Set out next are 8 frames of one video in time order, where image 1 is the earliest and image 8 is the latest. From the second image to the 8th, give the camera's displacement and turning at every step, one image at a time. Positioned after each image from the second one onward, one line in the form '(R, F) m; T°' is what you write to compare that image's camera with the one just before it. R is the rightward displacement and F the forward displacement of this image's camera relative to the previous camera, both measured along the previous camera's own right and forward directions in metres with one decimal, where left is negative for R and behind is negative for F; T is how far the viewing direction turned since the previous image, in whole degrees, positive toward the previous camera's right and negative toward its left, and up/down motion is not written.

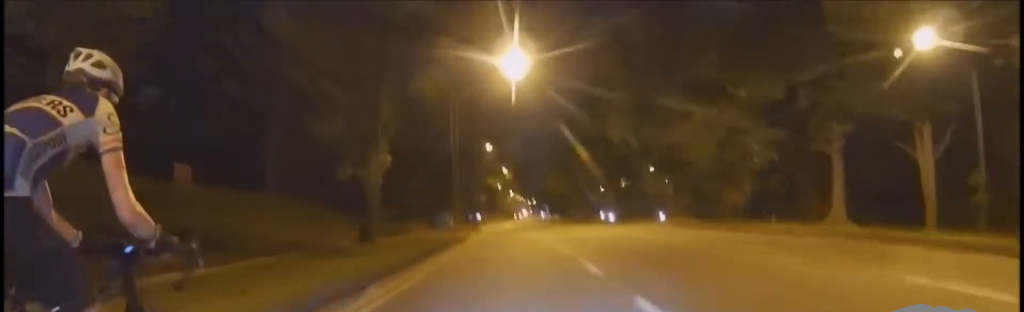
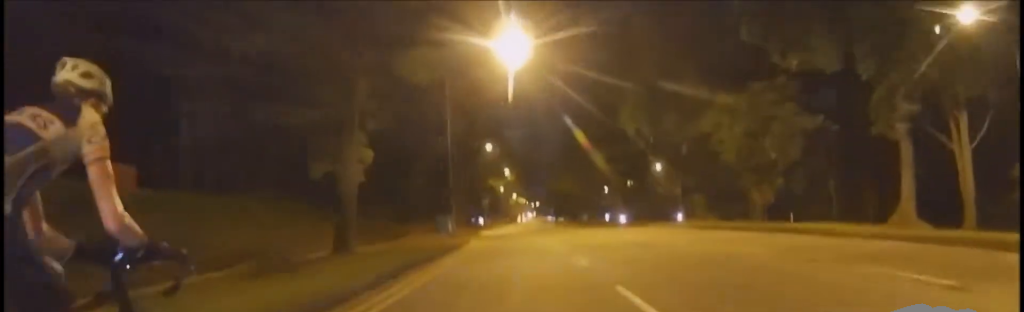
(-0.2, +3.7) m; -3°
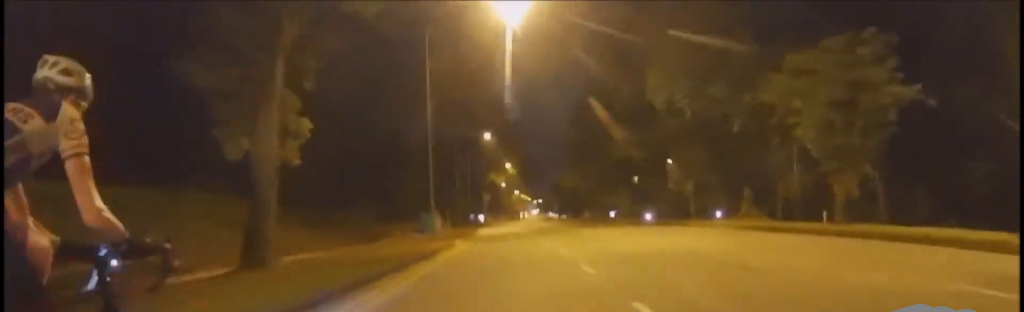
(0.0, +6.8) m; 0°
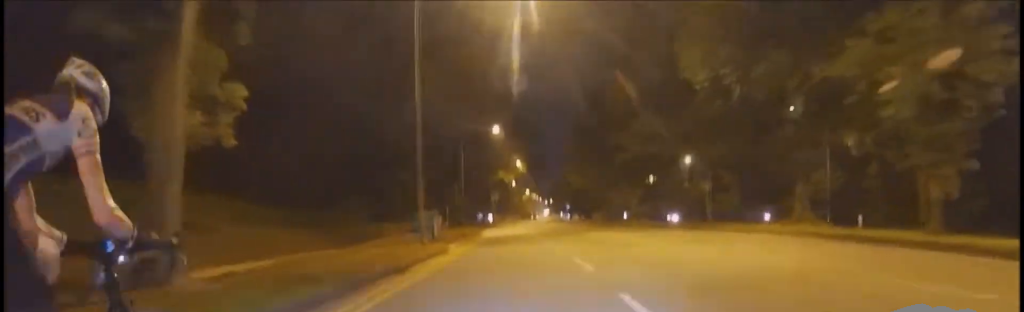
(0.0, +4.7) m; +3°
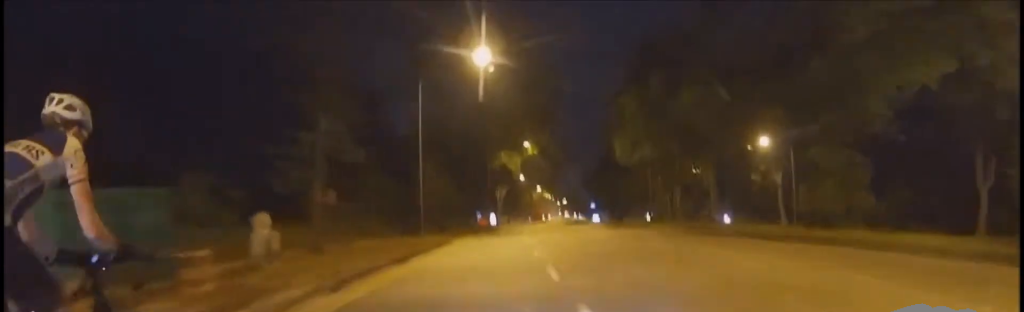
(+1.9, +26.3) m; -2°
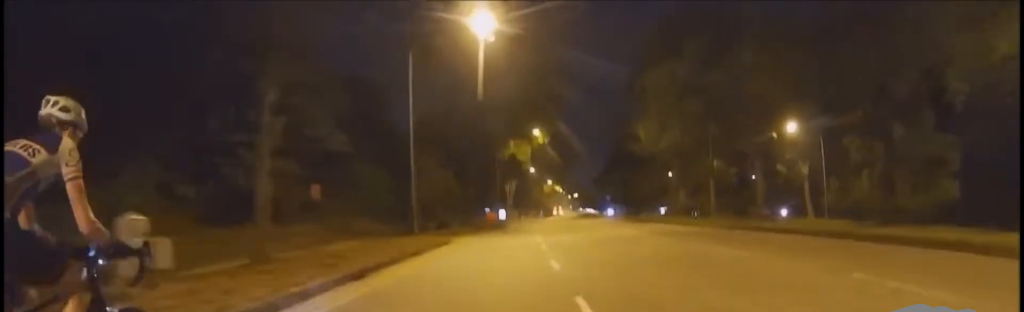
(0.0, +4.5) m; 0°
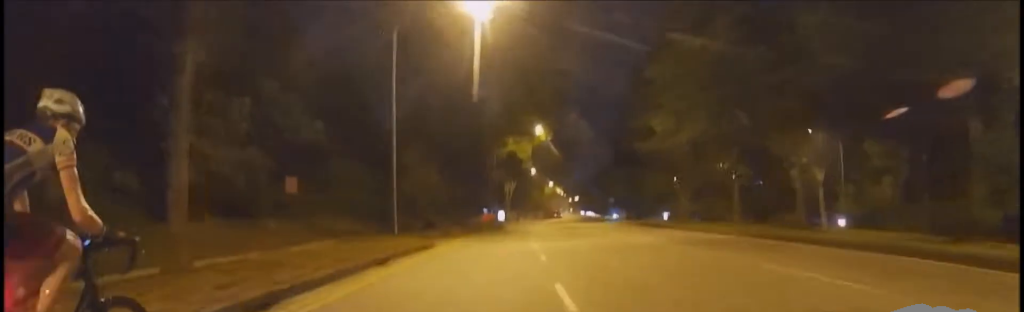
(0.0, +4.0) m; 0°
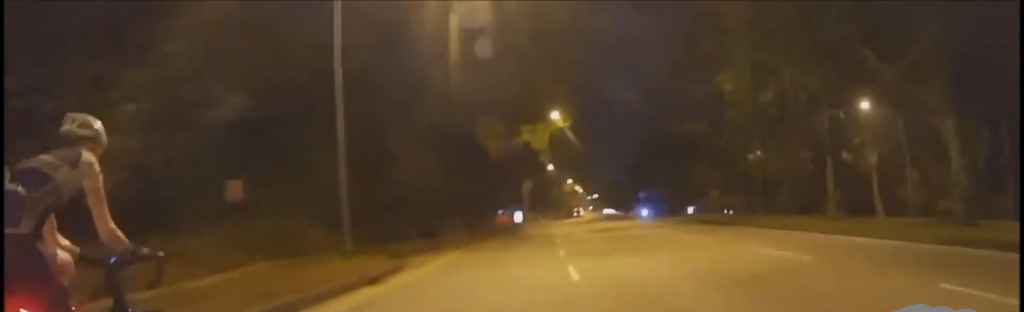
(0.0, +7.9) m; 0°
